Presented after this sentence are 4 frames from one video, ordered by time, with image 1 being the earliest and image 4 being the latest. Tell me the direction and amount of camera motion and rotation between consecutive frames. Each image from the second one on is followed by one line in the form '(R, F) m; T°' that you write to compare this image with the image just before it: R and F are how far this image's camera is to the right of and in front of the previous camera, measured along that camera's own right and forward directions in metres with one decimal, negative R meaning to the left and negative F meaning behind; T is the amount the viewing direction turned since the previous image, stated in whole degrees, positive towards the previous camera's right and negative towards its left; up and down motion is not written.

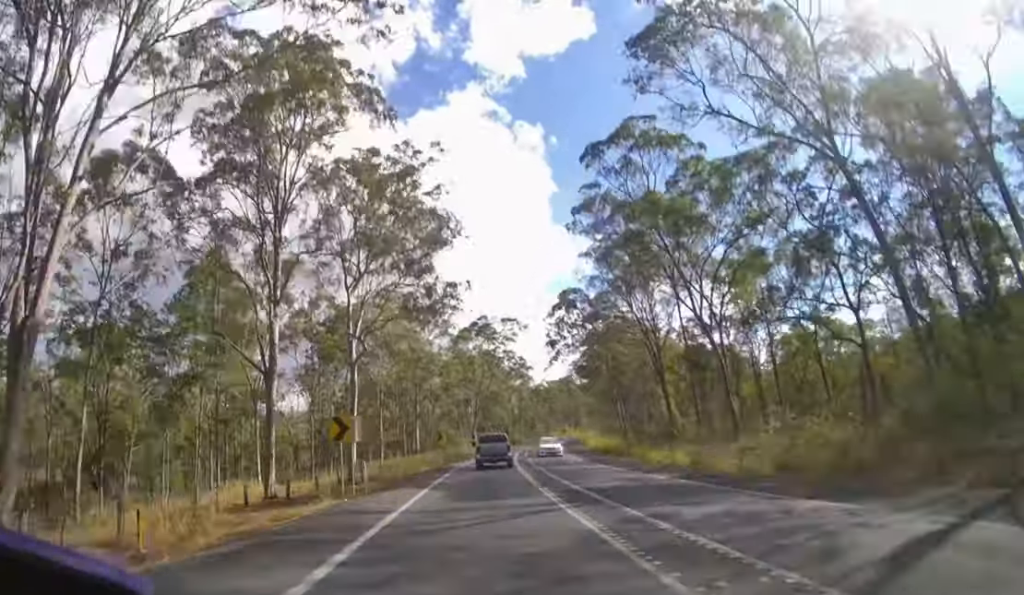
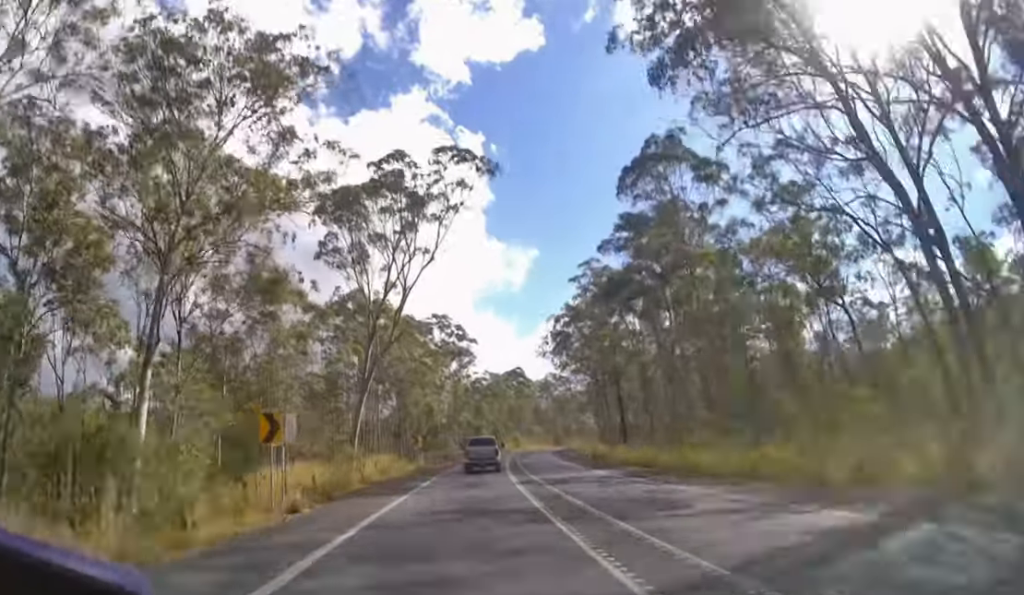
(+3.5, +48.9) m; +8°
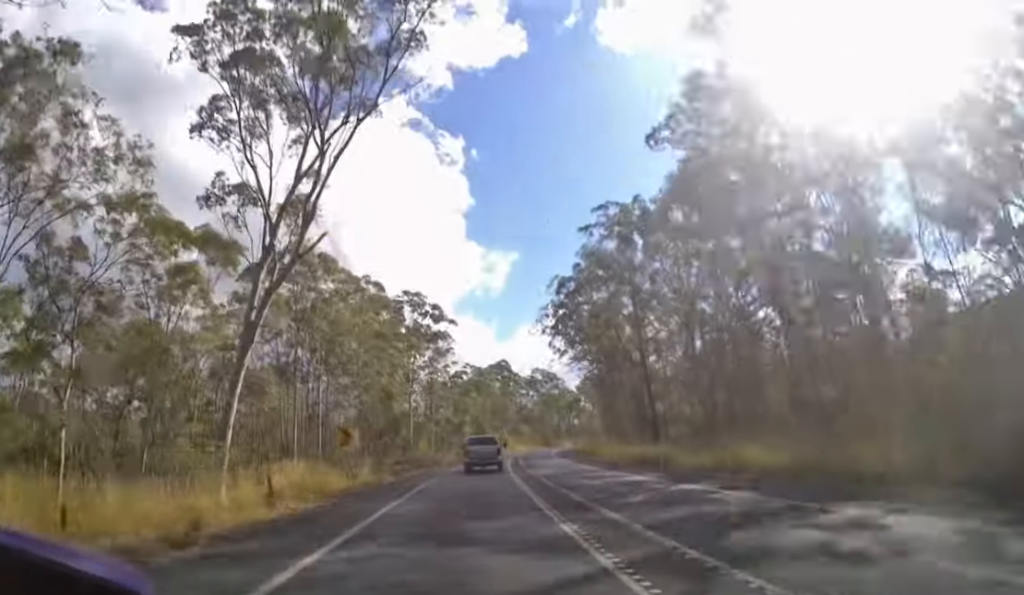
(+0.5, +18.8) m; +3°
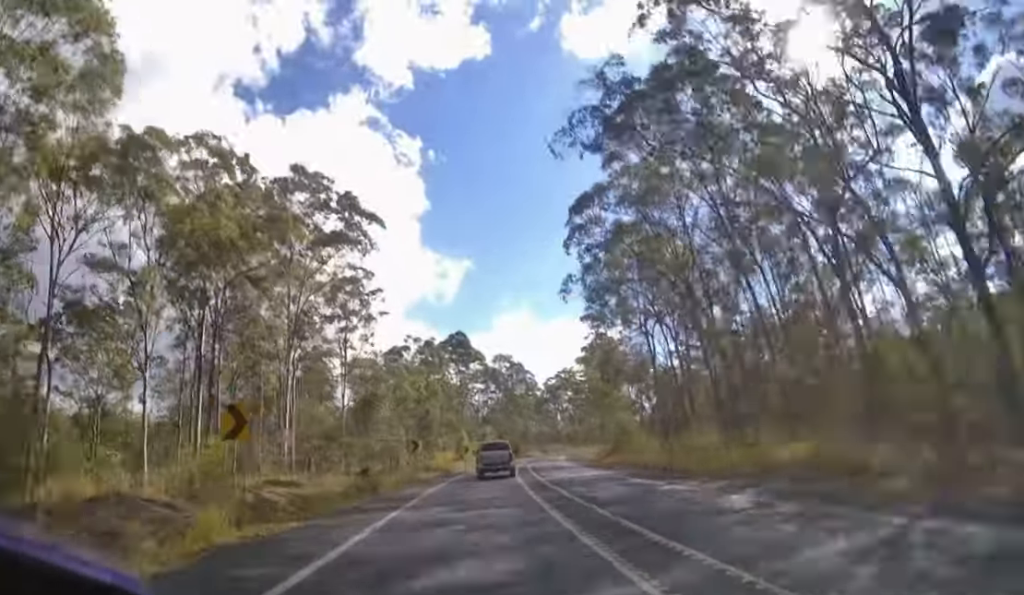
(+2.2, +46.0) m; +6°
